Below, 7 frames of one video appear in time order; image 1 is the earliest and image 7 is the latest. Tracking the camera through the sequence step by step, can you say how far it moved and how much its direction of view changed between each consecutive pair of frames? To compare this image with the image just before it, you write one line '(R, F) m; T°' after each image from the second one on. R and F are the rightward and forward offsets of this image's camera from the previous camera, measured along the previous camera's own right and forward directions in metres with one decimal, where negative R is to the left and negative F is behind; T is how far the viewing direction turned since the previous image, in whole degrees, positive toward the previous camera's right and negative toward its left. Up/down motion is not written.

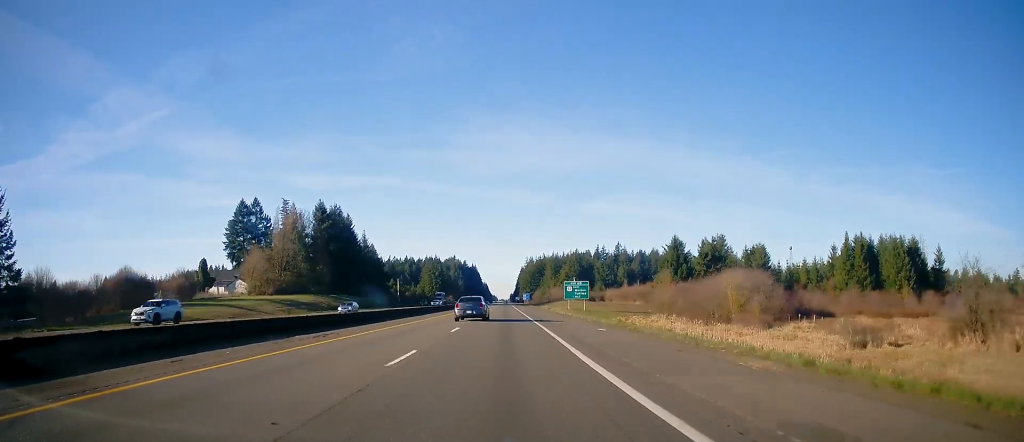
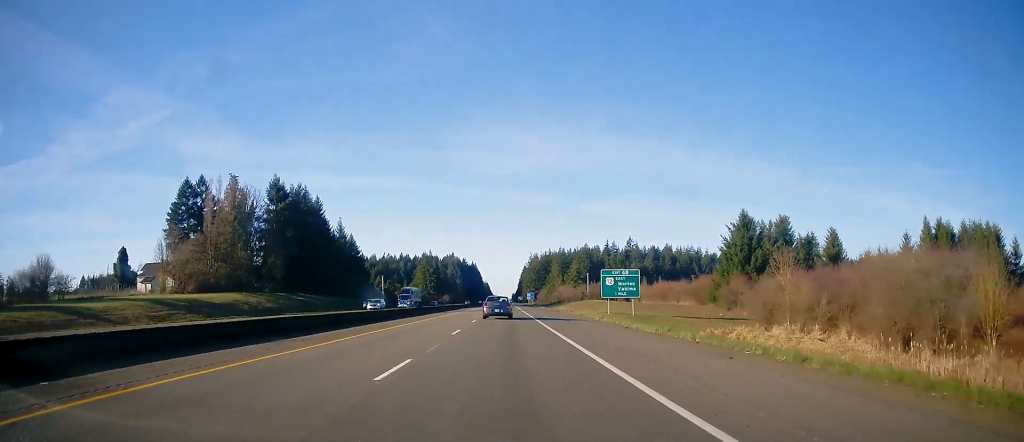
(0.0, +39.0) m; 0°
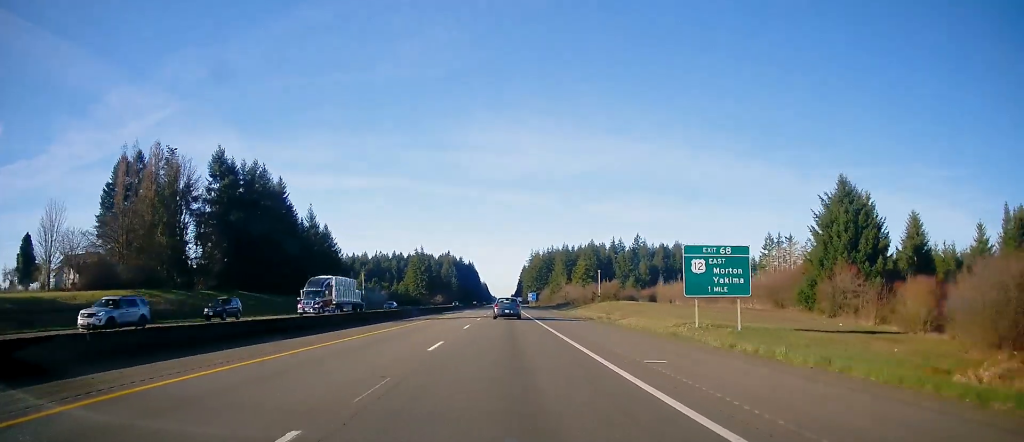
(0.0, +31.3) m; 0°
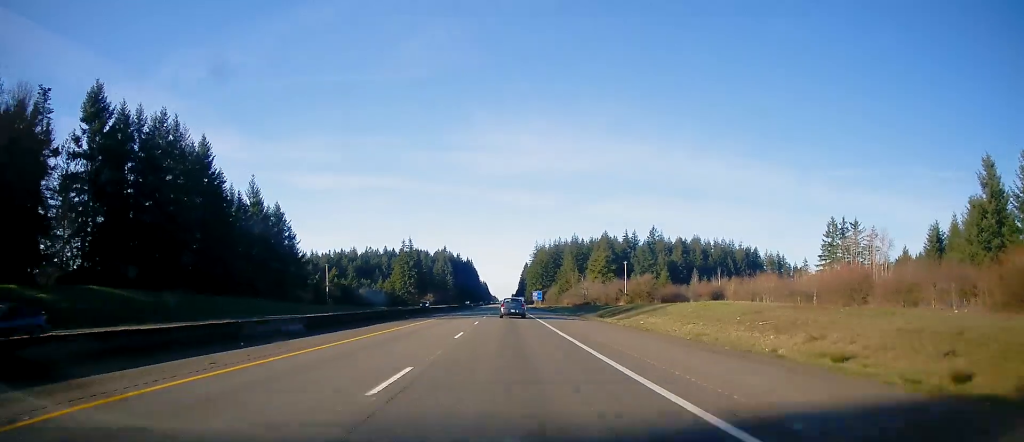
(0.0, +43.6) m; 0°
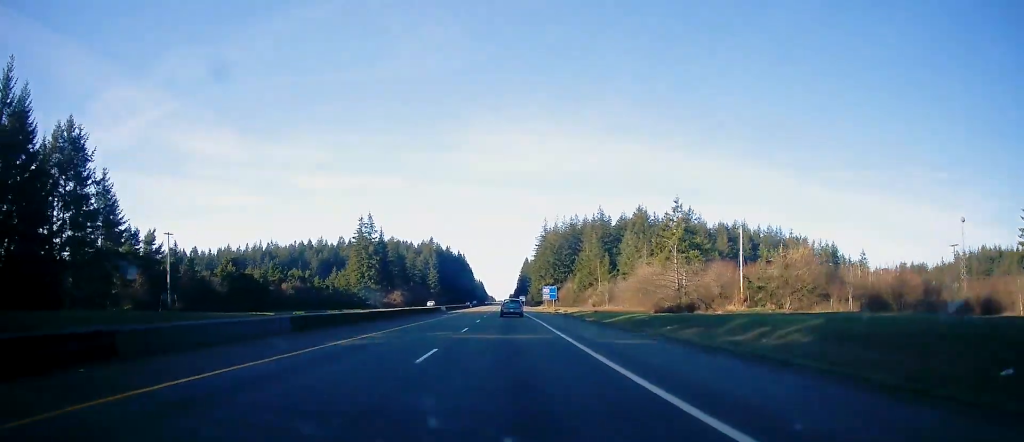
(+0.6, +81.4) m; +1°
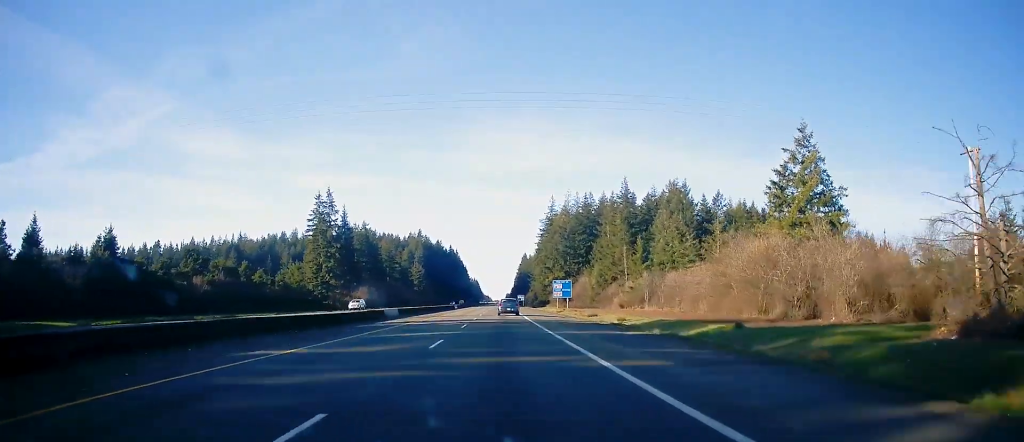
(-0.5, +45.6) m; -1°
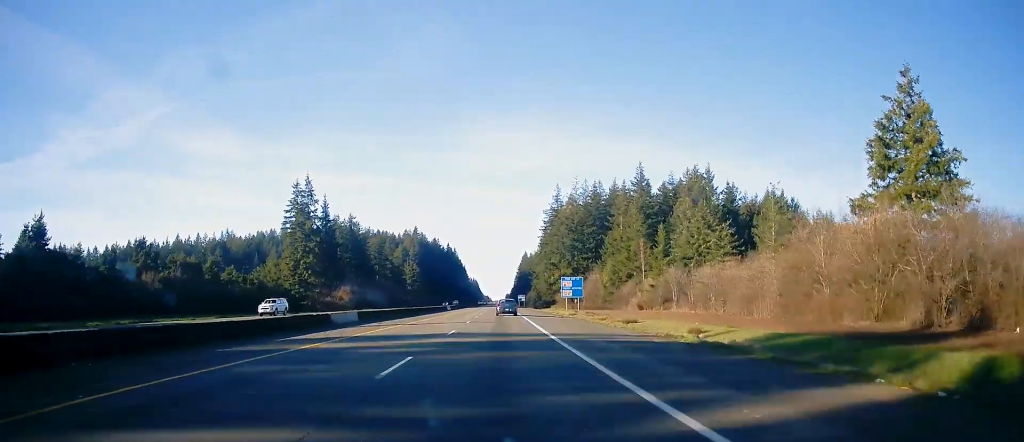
(0.0, +17.8) m; 0°
